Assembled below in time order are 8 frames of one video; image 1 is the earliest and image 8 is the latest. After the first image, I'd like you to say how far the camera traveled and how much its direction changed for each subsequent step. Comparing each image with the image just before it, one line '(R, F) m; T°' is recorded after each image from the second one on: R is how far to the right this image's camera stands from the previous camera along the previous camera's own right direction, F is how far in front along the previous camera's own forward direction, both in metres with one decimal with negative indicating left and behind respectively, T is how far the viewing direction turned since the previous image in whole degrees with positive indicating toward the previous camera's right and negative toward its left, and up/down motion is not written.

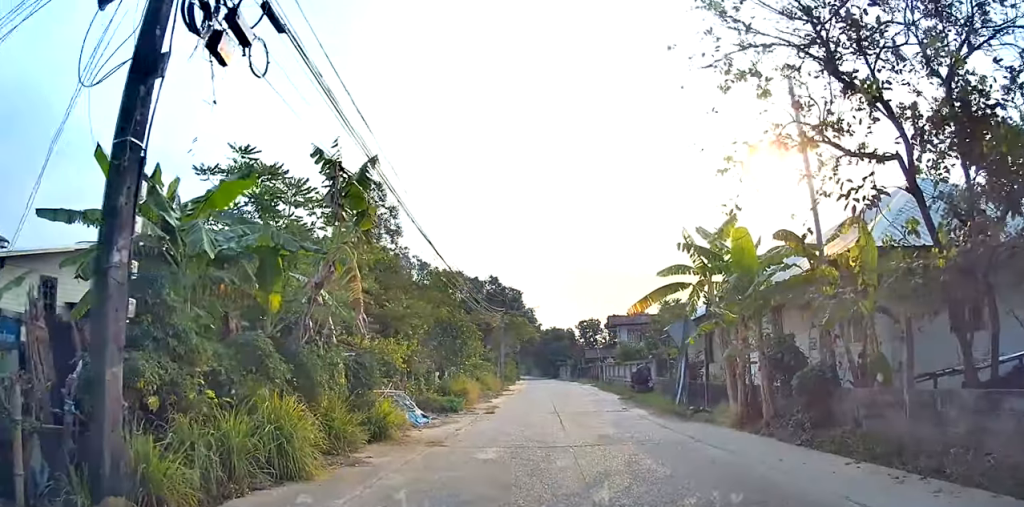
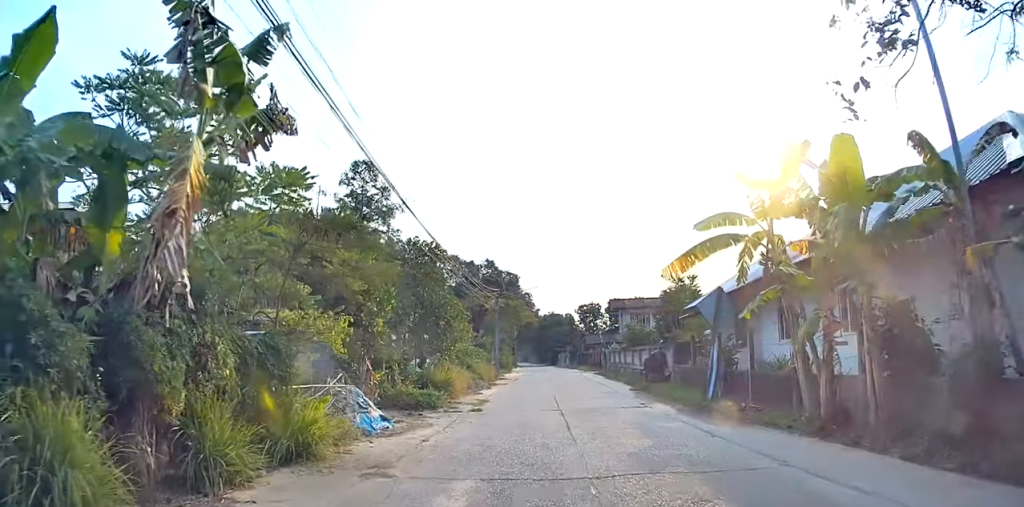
(0.0, +2.7) m; +2°
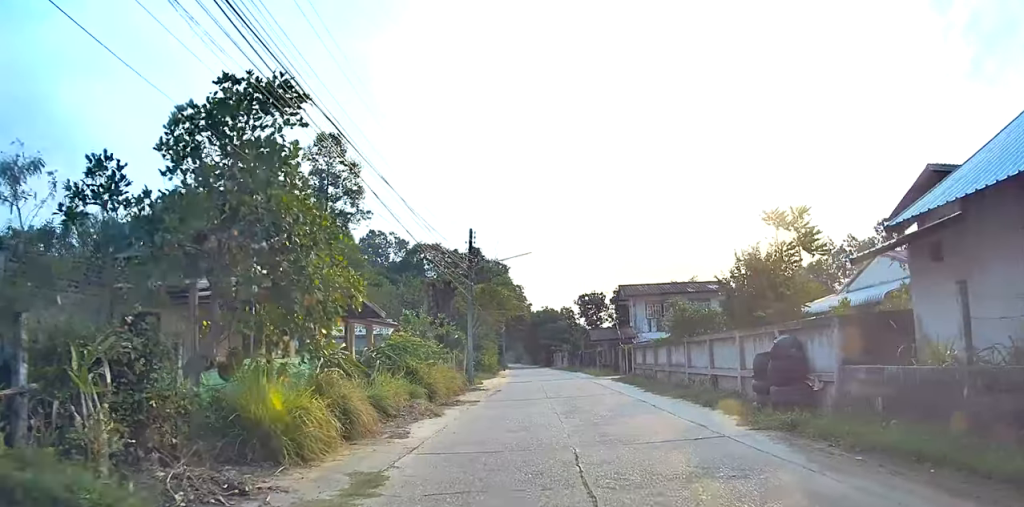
(+0.2, +8.9) m; 0°
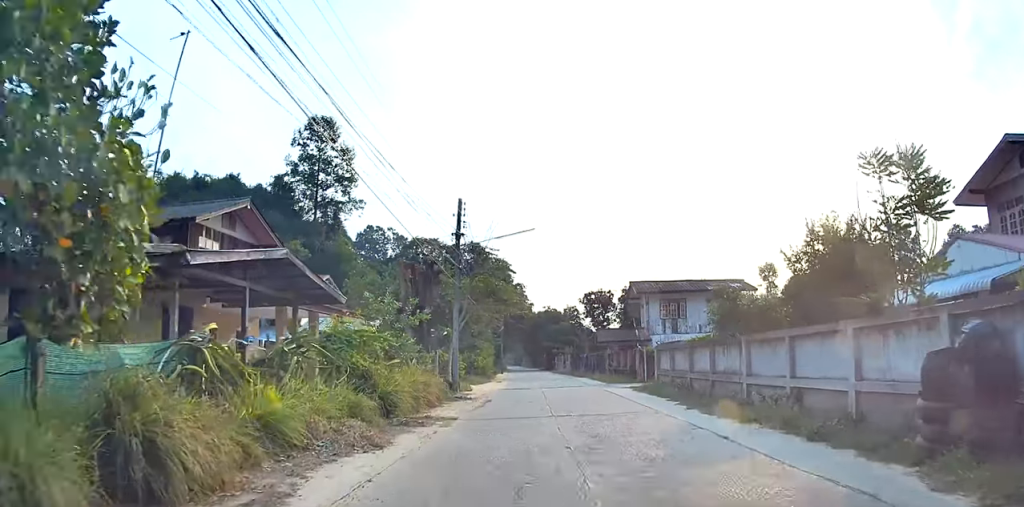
(-0.1, +3.7) m; -1°
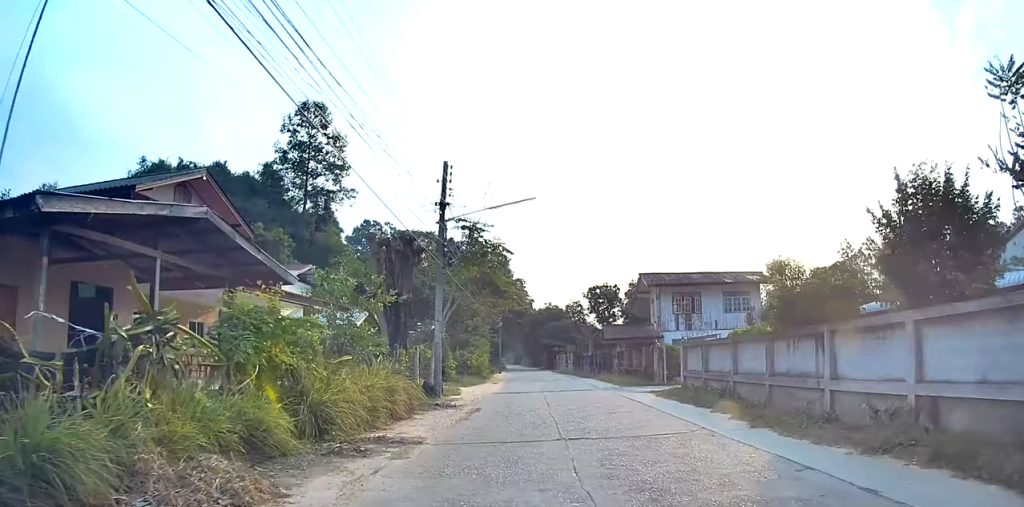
(0.0, +3.2) m; -1°
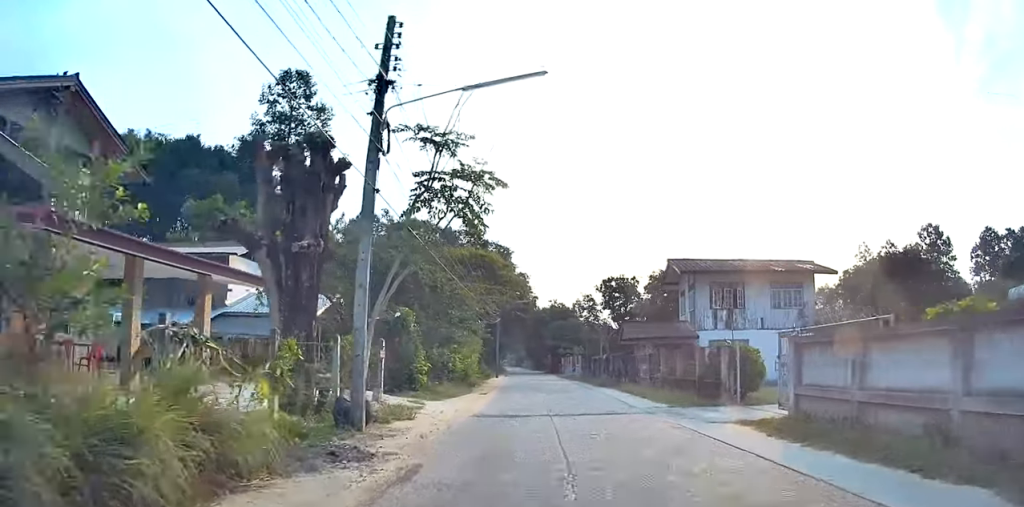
(0.0, +7.1) m; 0°
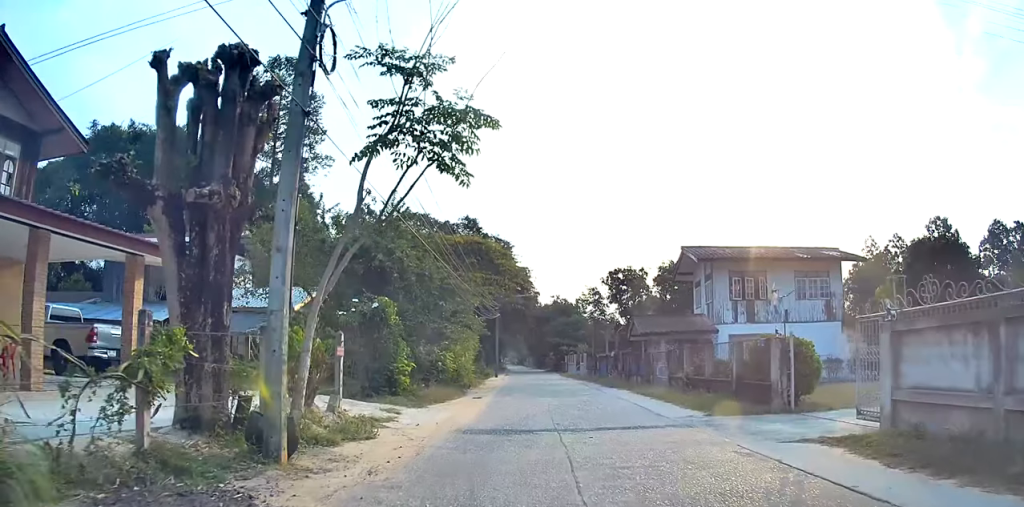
(0.0, +2.9) m; 0°
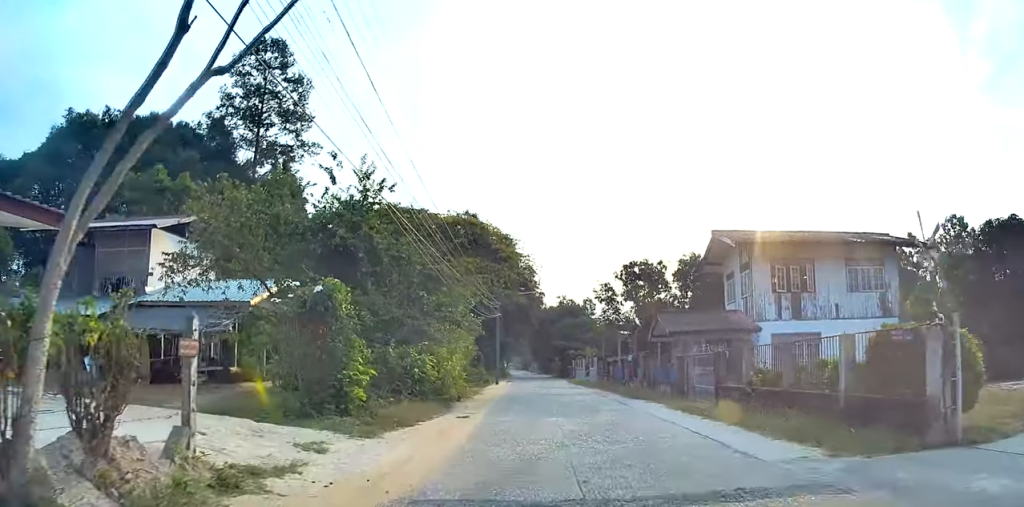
(0.0, +4.7) m; -1°
